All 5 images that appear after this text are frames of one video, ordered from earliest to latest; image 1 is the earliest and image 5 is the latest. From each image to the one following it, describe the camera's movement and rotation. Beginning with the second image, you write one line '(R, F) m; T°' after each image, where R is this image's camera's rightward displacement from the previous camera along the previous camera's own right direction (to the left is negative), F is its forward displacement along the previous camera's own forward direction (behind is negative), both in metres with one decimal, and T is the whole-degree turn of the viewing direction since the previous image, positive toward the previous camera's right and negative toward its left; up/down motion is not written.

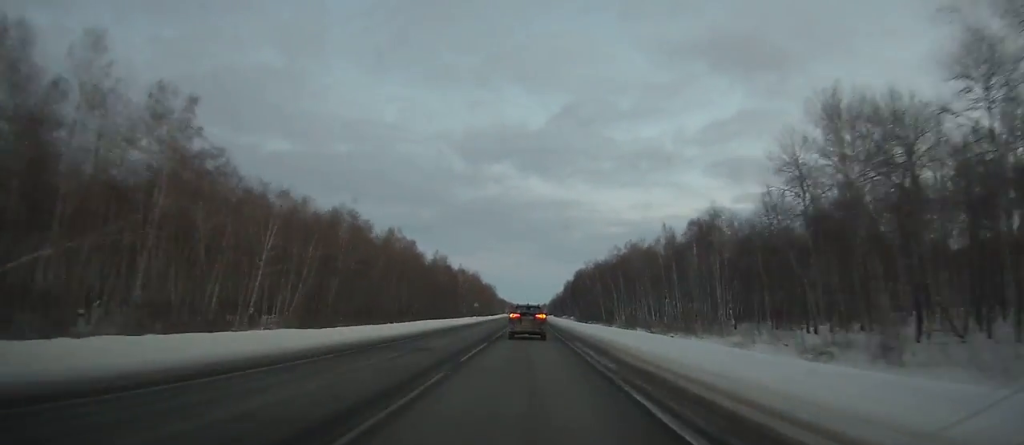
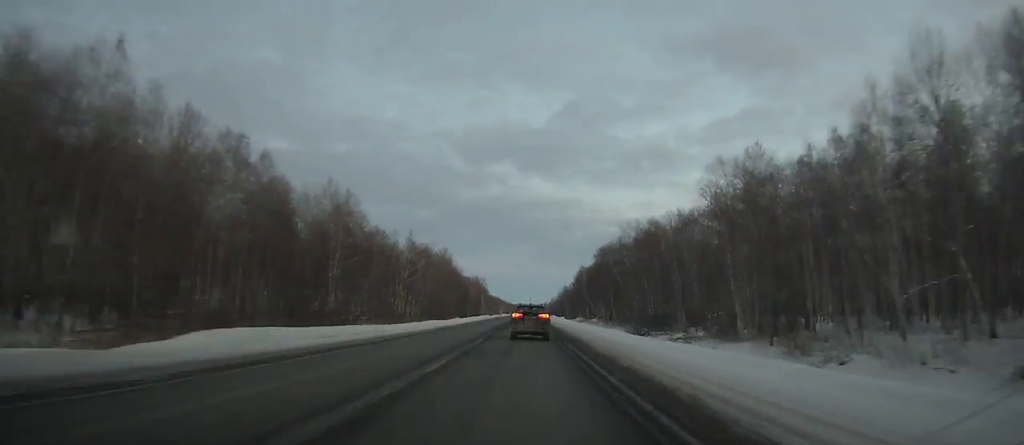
(+0.4, +87.7) m; 0°
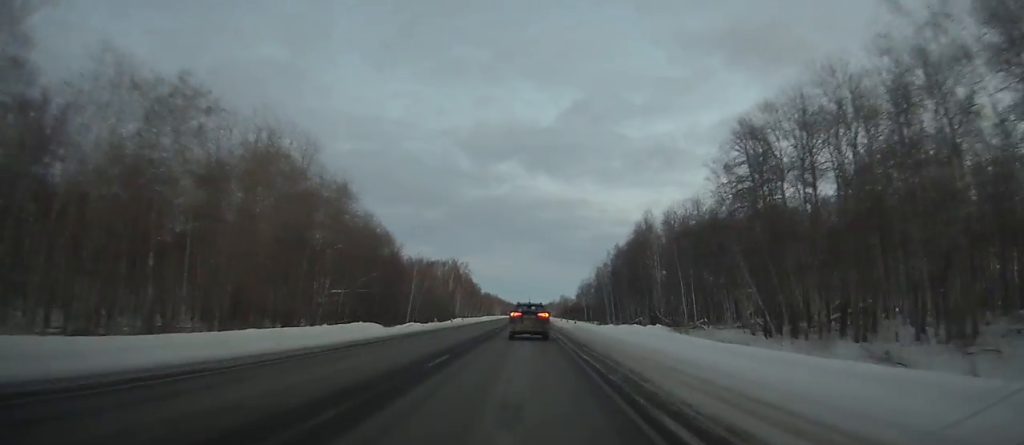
(-0.1, +106.3) m; 0°
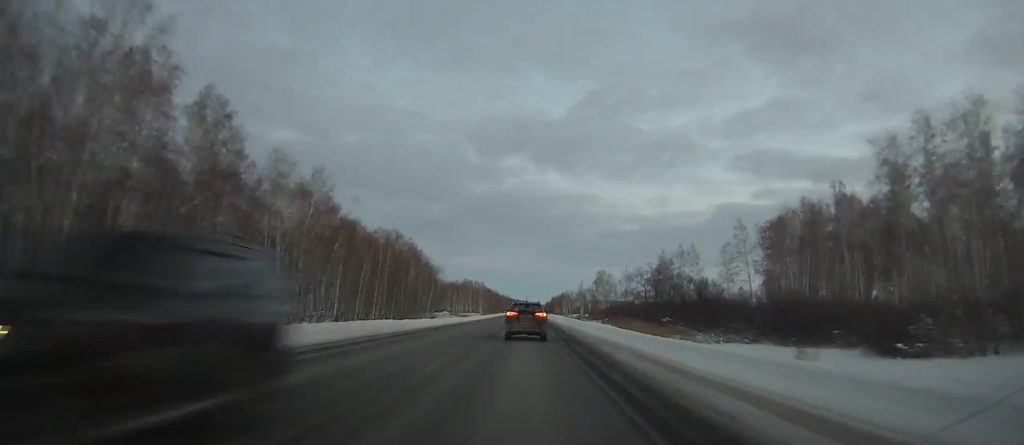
(-1.6, +201.9) m; -1°
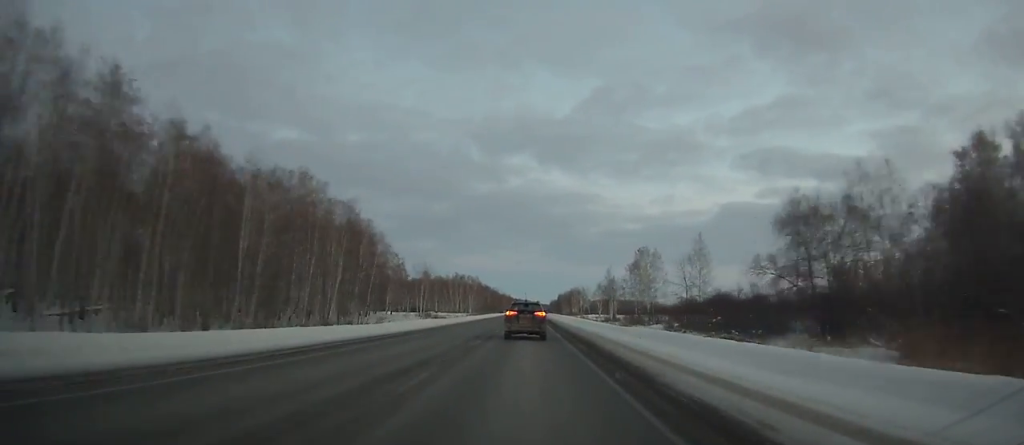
(-0.1, +62.4) m; 0°
